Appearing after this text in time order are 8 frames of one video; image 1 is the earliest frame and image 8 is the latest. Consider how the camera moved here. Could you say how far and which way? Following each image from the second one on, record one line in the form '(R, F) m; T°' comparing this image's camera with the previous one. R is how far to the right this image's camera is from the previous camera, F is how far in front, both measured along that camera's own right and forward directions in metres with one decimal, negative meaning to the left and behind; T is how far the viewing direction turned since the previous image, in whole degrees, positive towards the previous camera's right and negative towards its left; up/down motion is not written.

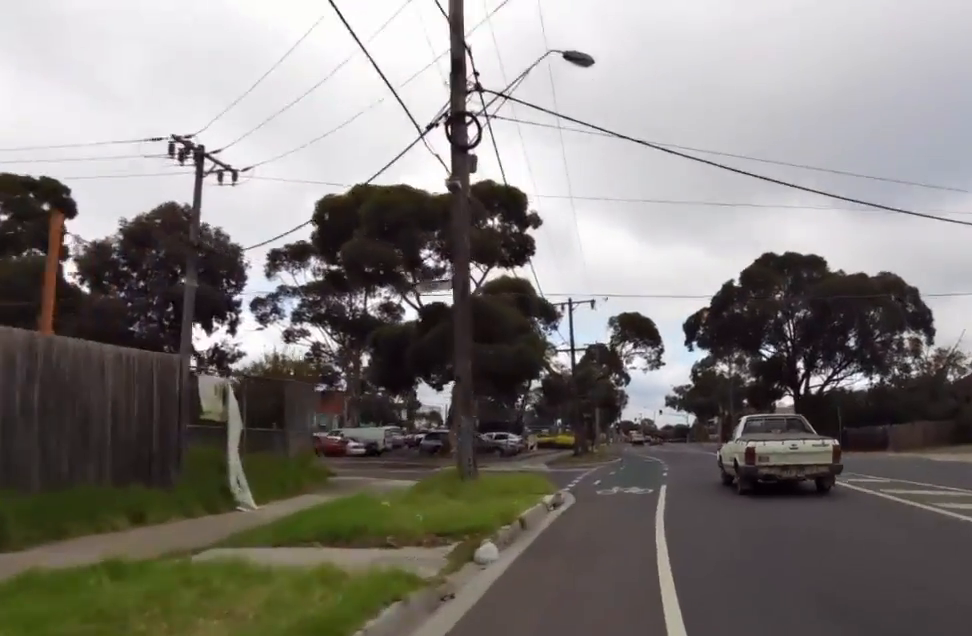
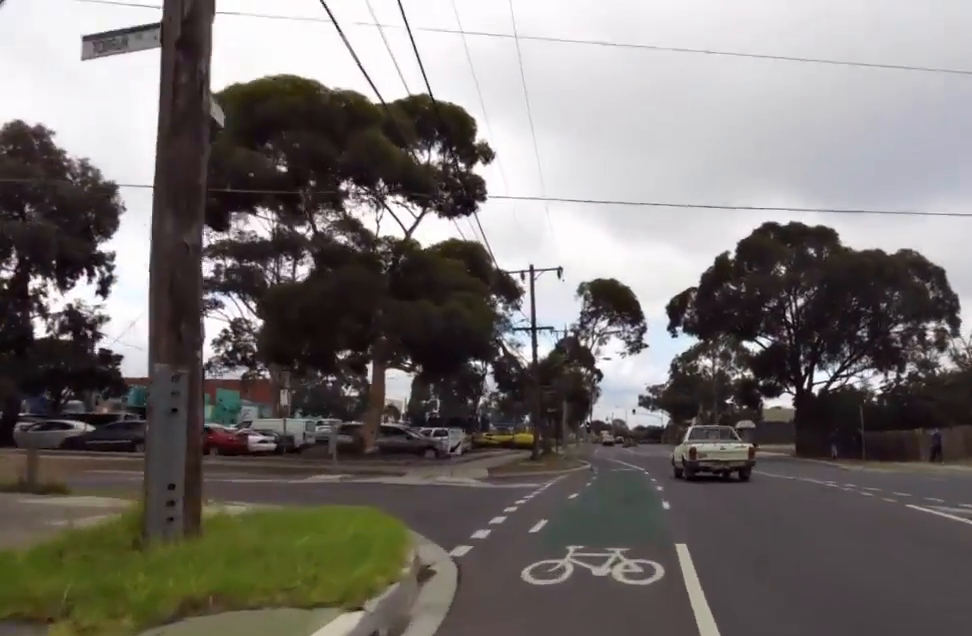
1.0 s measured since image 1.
(-0.1, +8.7) m; -2°
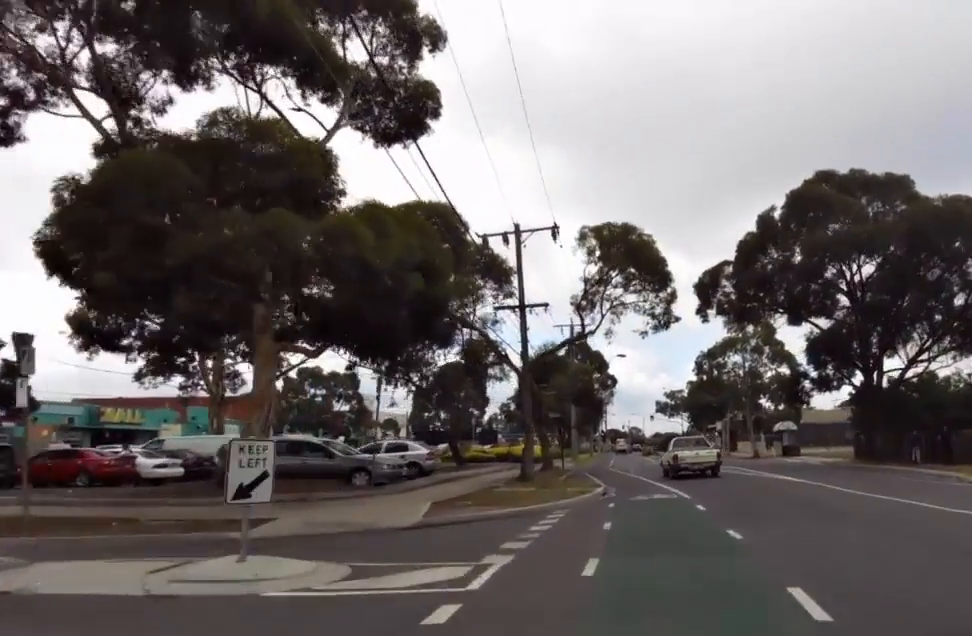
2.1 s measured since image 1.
(0.0, +10.3) m; +5°
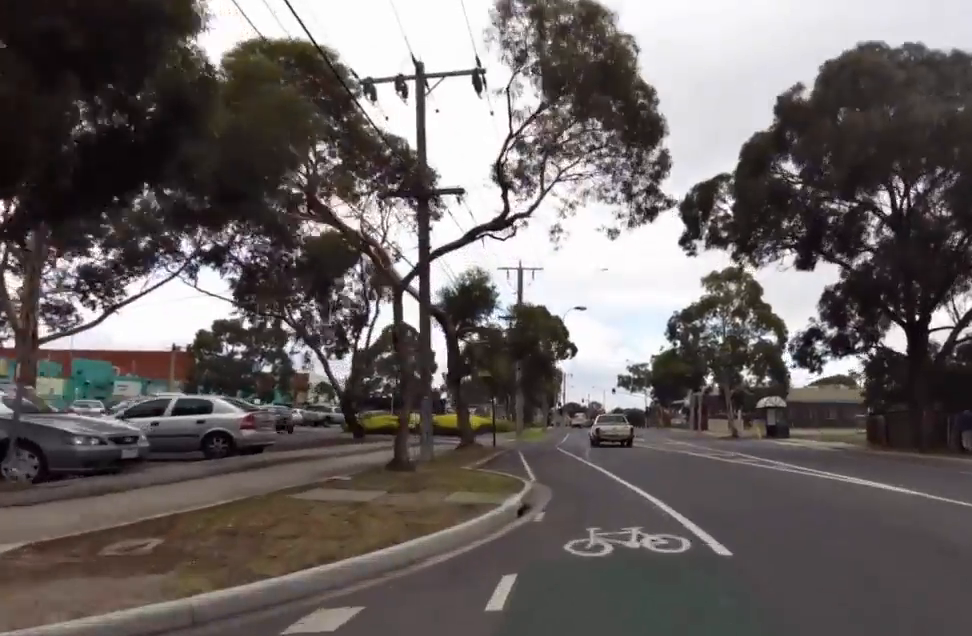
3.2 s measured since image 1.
(+0.8, +10.5) m; +1°
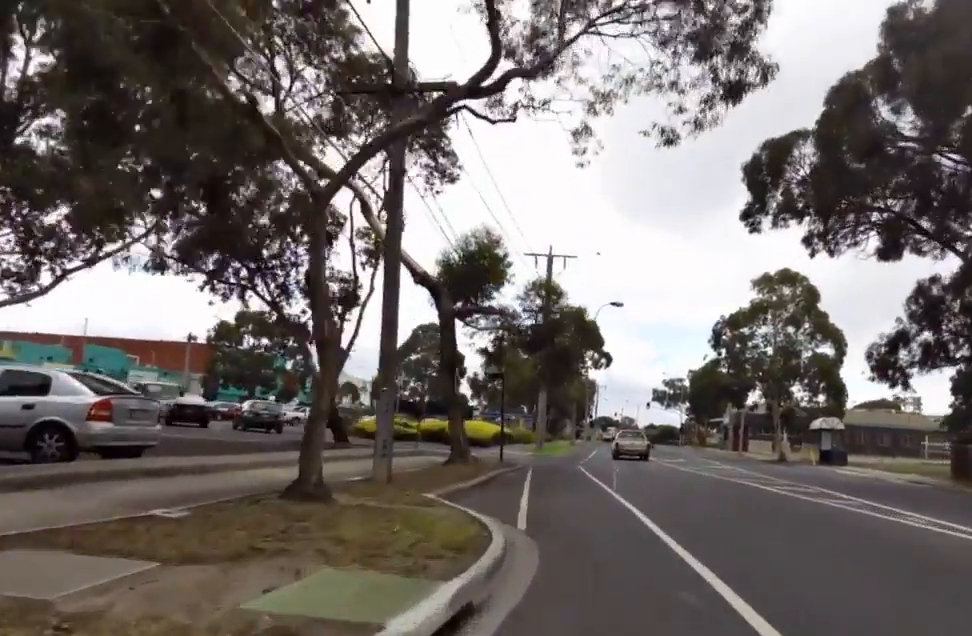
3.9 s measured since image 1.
(+0.1, +5.8) m; -4°
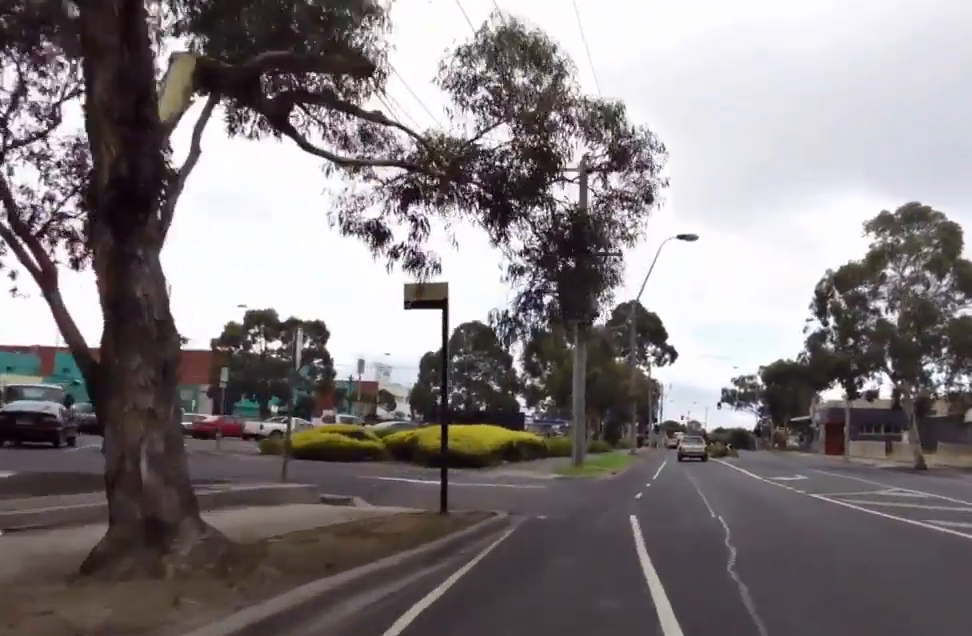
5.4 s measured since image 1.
(-0.3, +14.1) m; 0°
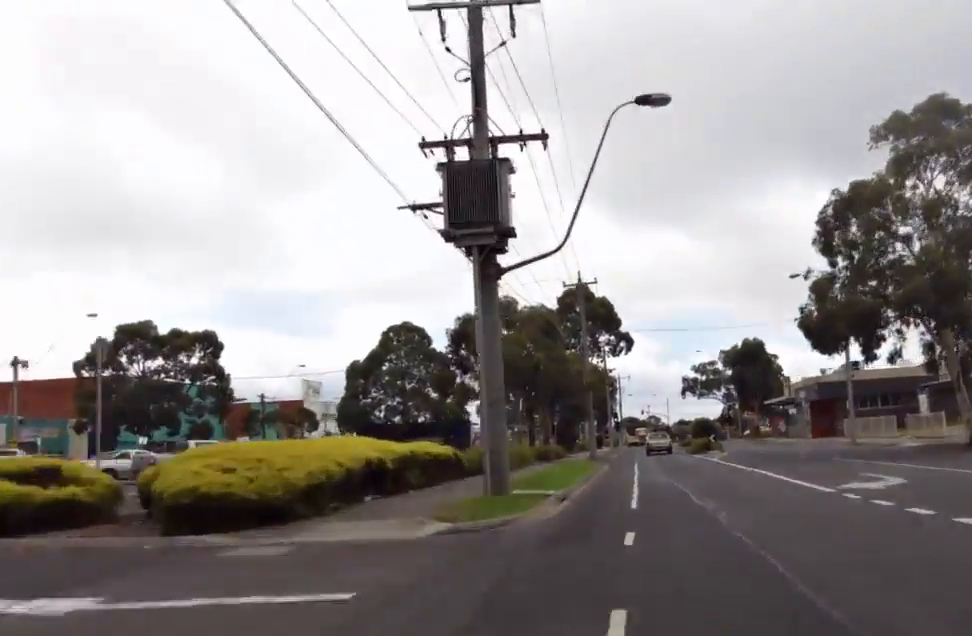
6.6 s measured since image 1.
(-0.5, +10.3) m; +1°
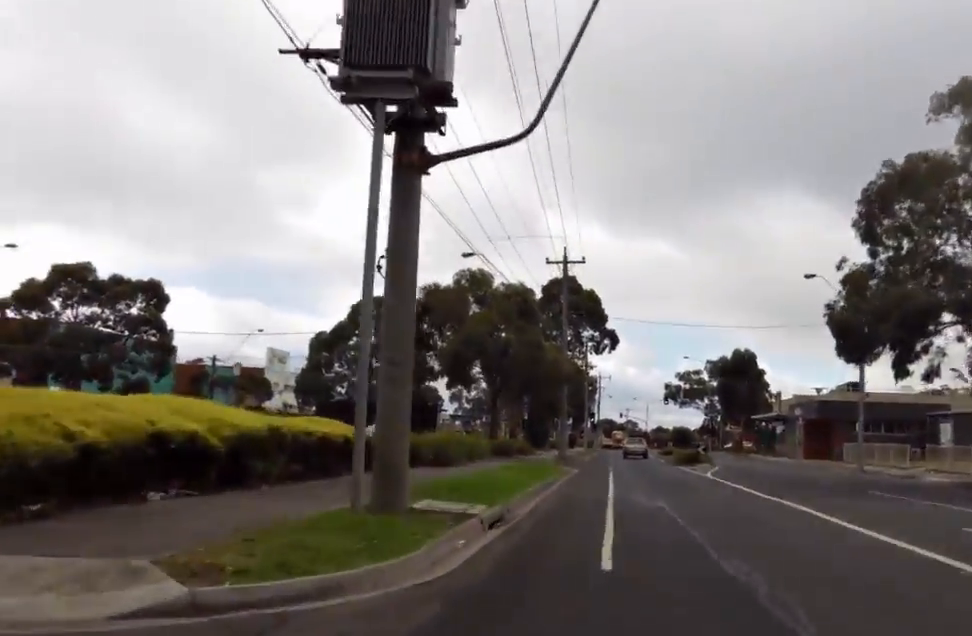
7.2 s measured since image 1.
(+0.4, +5.5) m; 0°
